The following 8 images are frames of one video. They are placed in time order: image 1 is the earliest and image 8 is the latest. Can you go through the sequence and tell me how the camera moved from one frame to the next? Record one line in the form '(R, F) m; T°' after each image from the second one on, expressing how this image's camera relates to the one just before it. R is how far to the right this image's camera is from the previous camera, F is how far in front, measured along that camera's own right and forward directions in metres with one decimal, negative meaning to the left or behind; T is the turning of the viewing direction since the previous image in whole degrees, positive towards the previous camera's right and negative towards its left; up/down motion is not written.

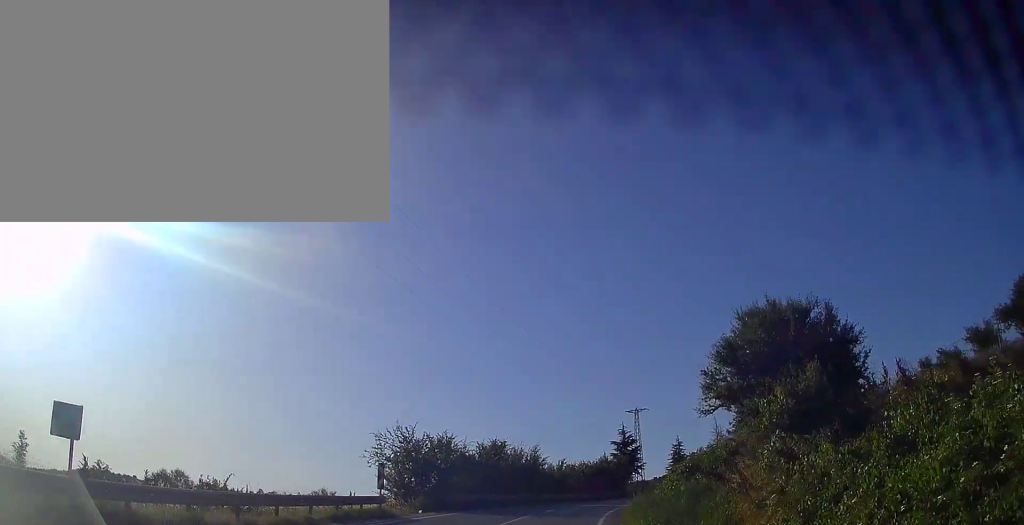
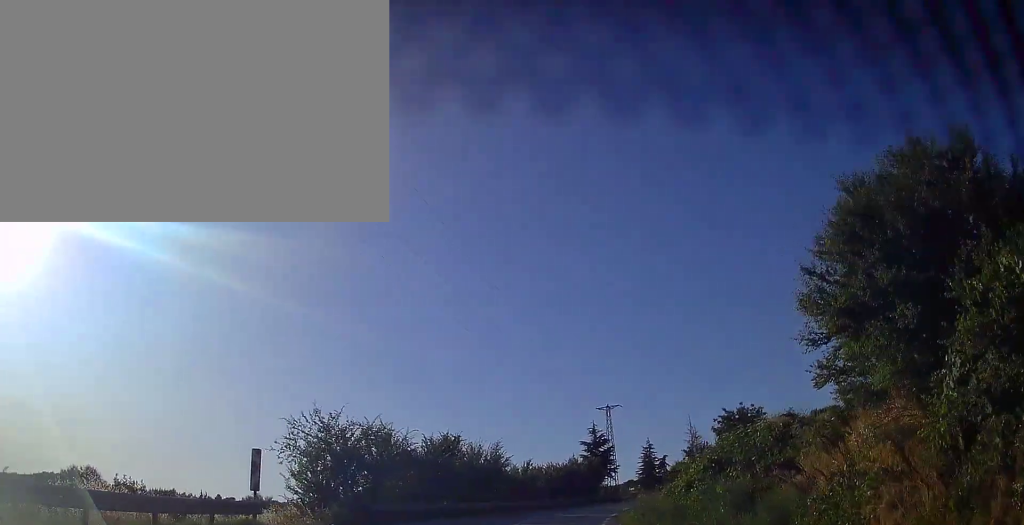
(+0.2, +8.3) m; +4°
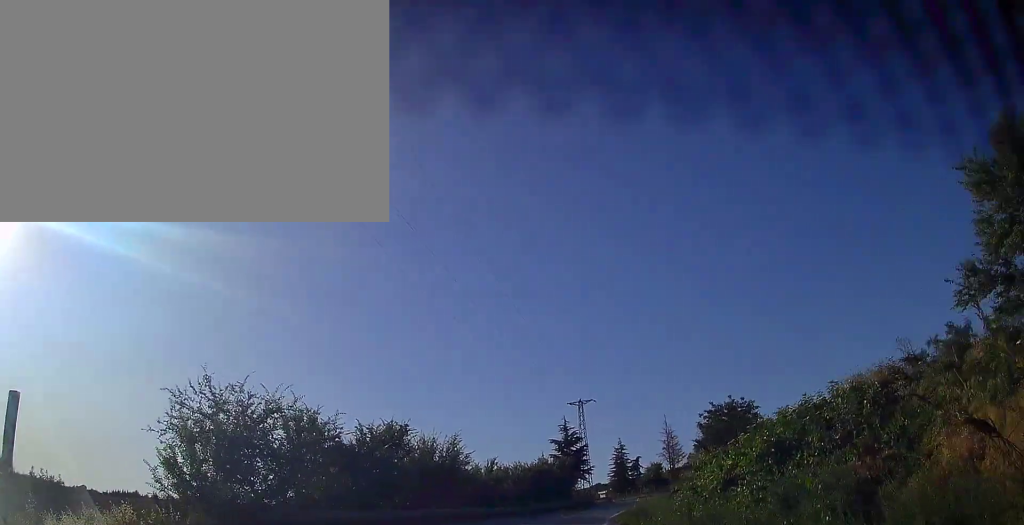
(+0.2, +7.8) m; +4°
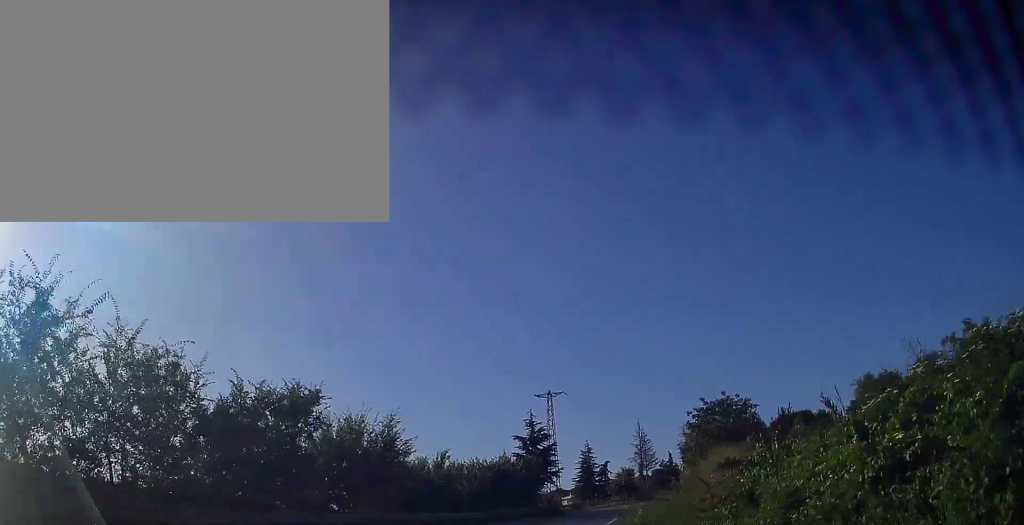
(+0.3, +8.7) m; +4°
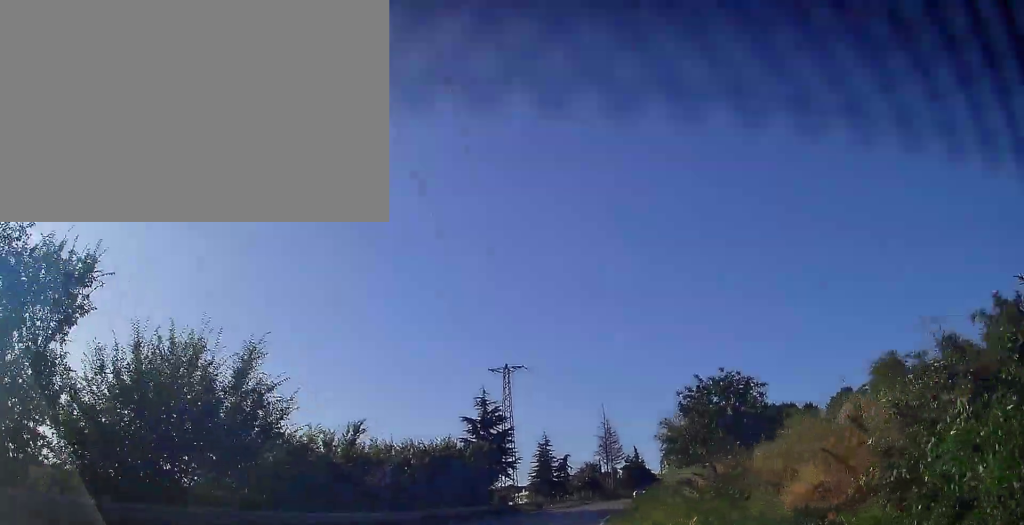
(+0.4, +10.6) m; +5°
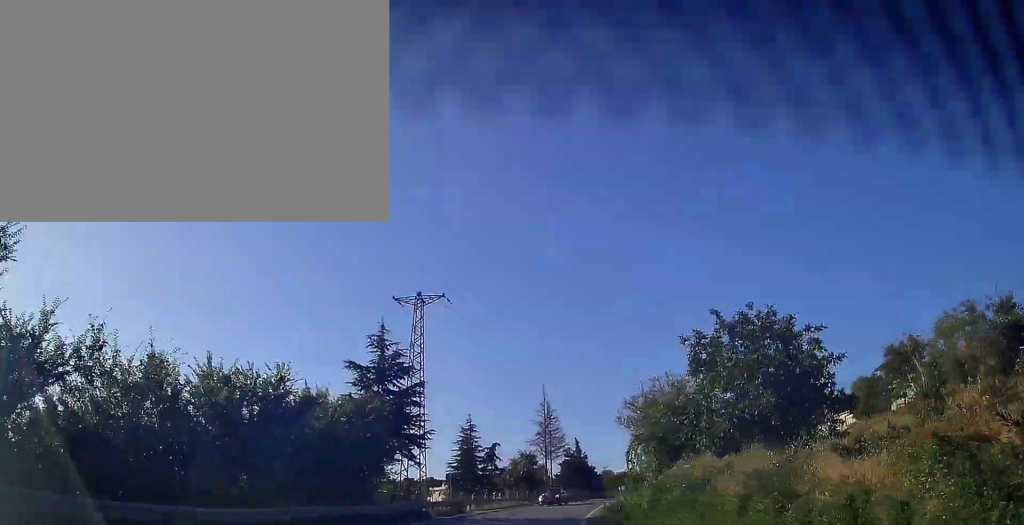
(+1.0, +16.1) m; +7°
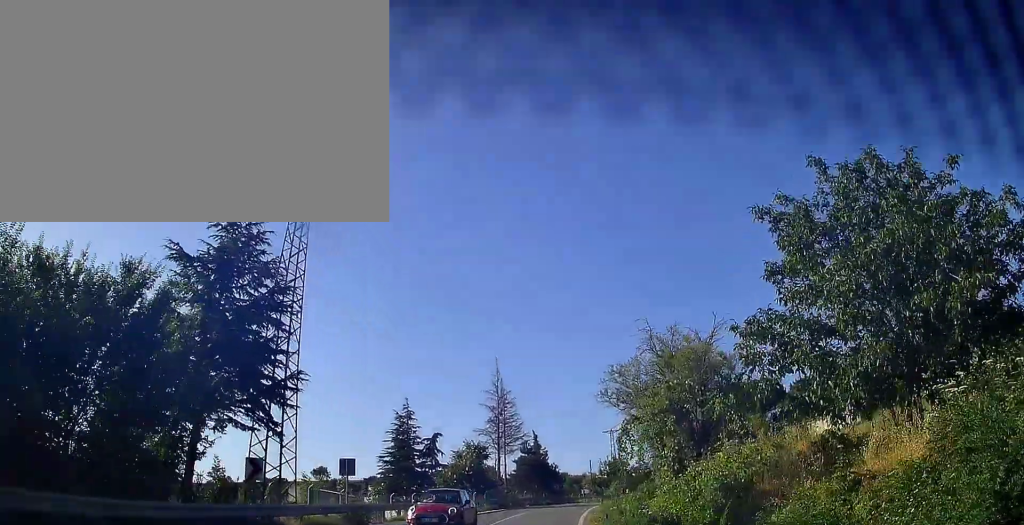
(+0.7, +14.0) m; +5°
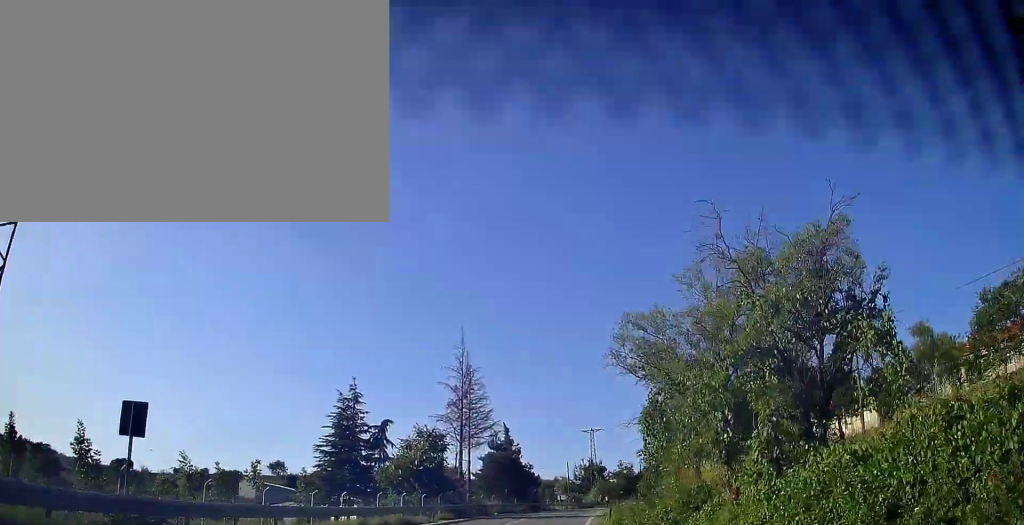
(+0.3, +12.2) m; +4°
